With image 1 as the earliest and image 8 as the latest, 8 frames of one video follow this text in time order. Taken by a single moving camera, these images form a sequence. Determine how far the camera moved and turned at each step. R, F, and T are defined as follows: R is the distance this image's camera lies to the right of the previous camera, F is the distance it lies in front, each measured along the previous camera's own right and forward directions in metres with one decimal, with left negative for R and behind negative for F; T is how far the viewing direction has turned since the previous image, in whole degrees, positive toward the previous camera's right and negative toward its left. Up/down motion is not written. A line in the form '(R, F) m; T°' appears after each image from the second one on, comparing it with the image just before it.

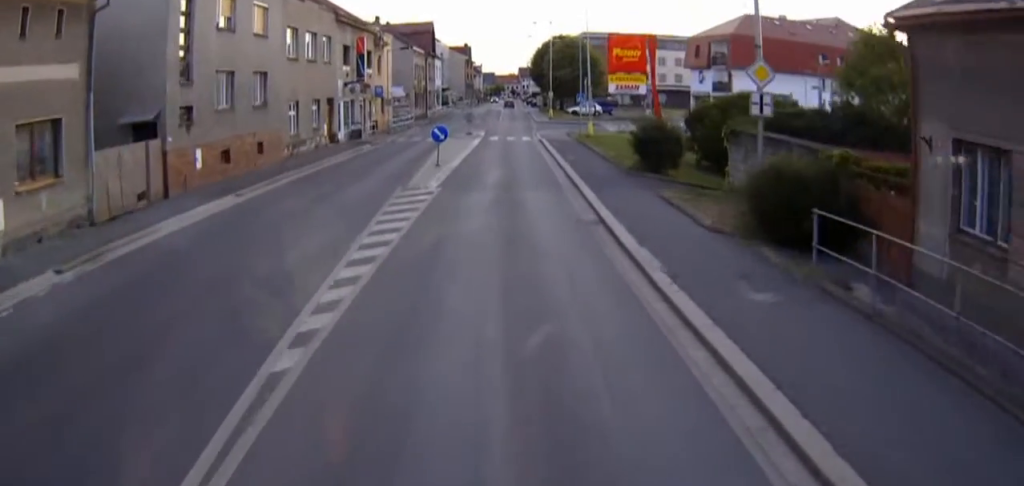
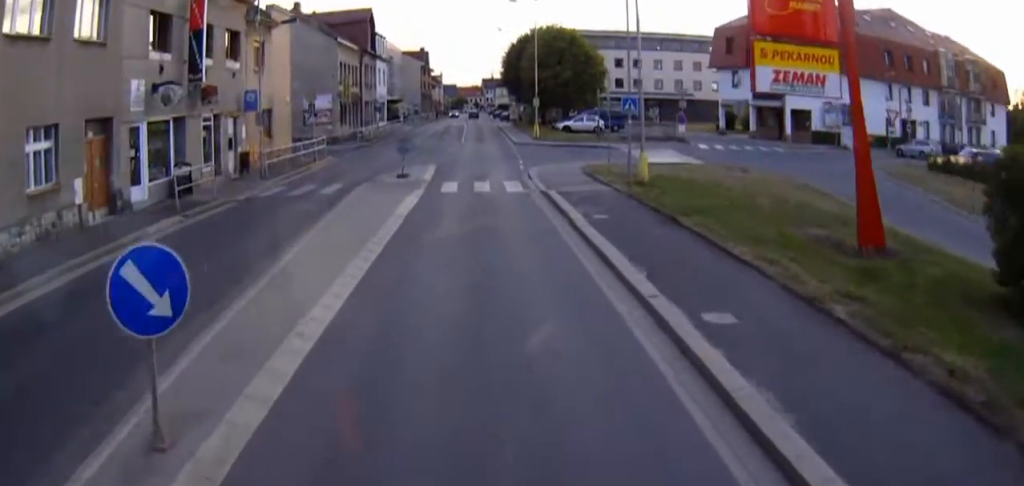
(+1.2, +18.7) m; +3°
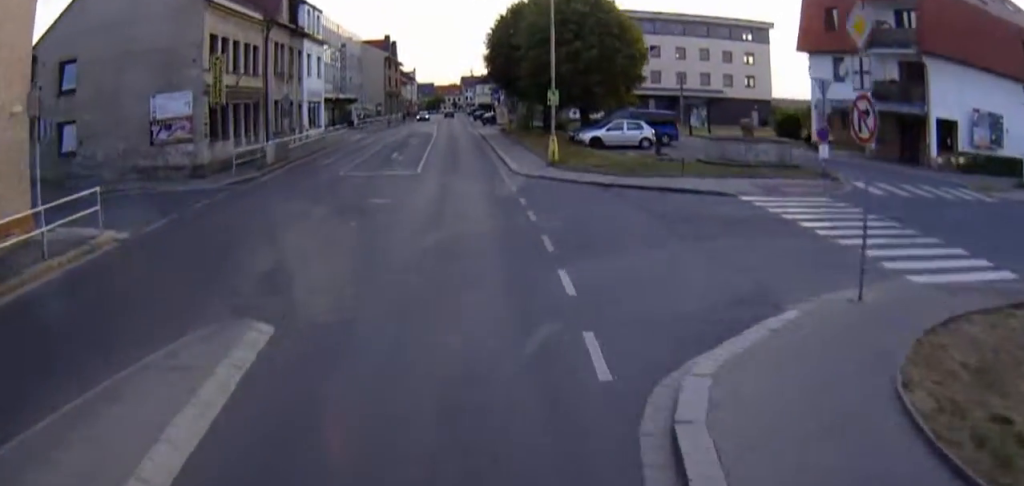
(-0.9, +19.1) m; -7°
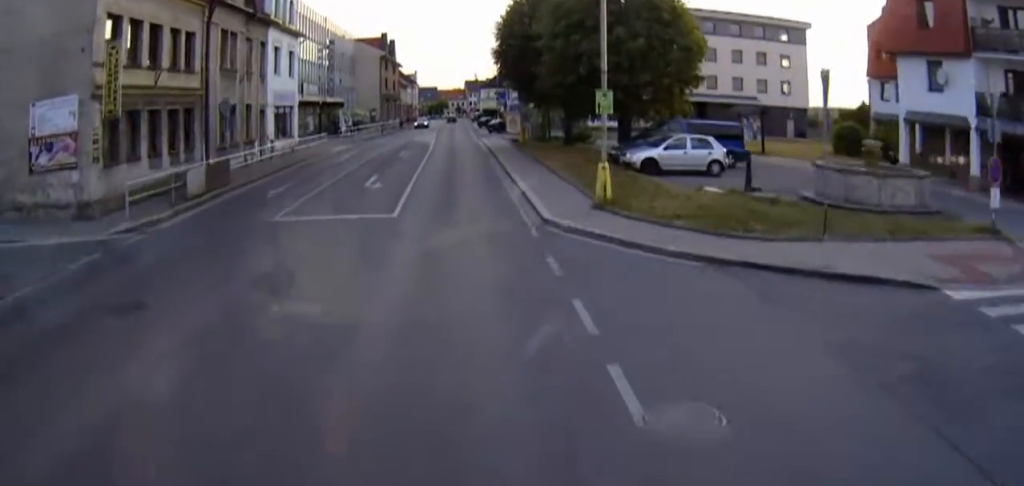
(-0.3, +8.9) m; -3°
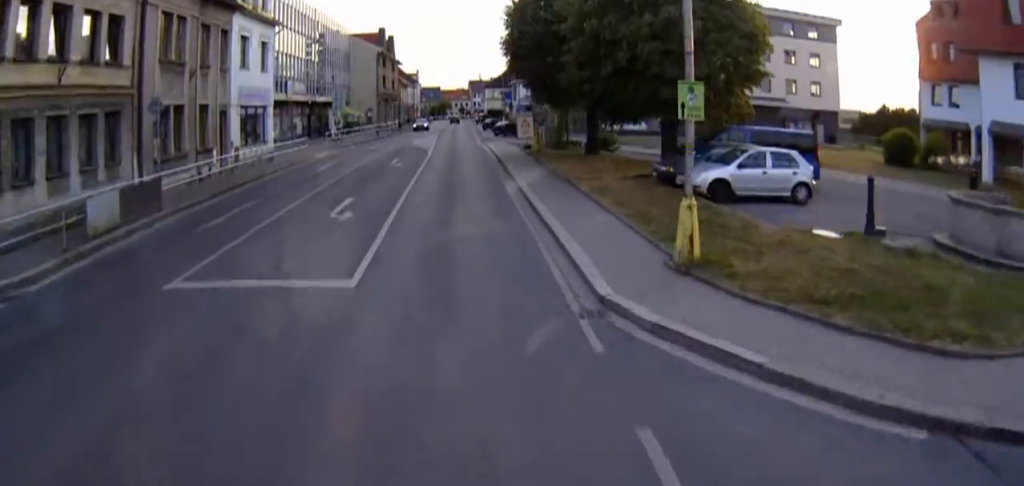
(-0.1, +6.2) m; -2°
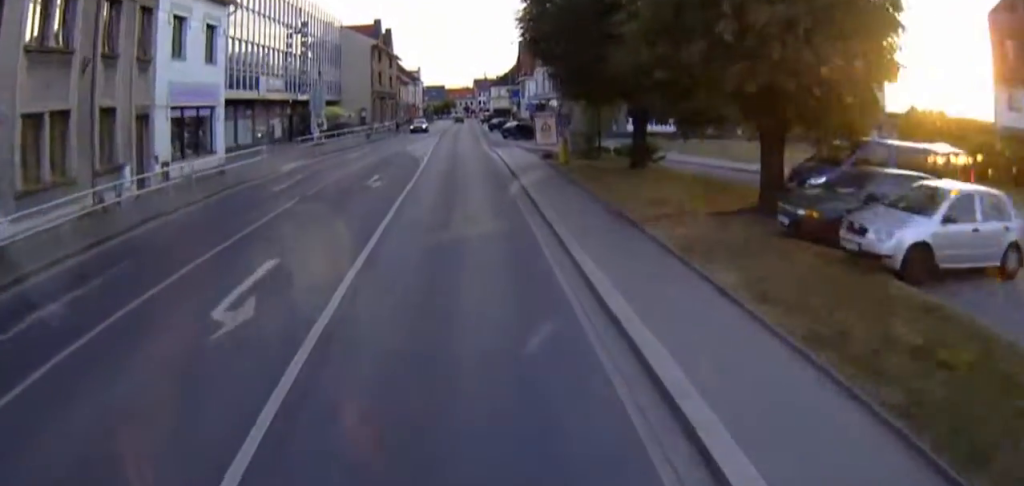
(-0.1, +8.3) m; +1°
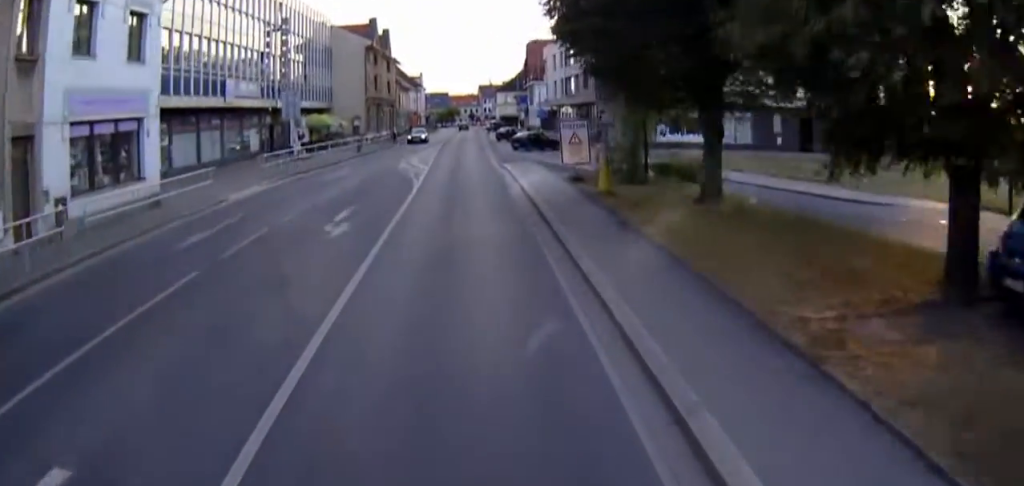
(-0.1, +7.1) m; +1°
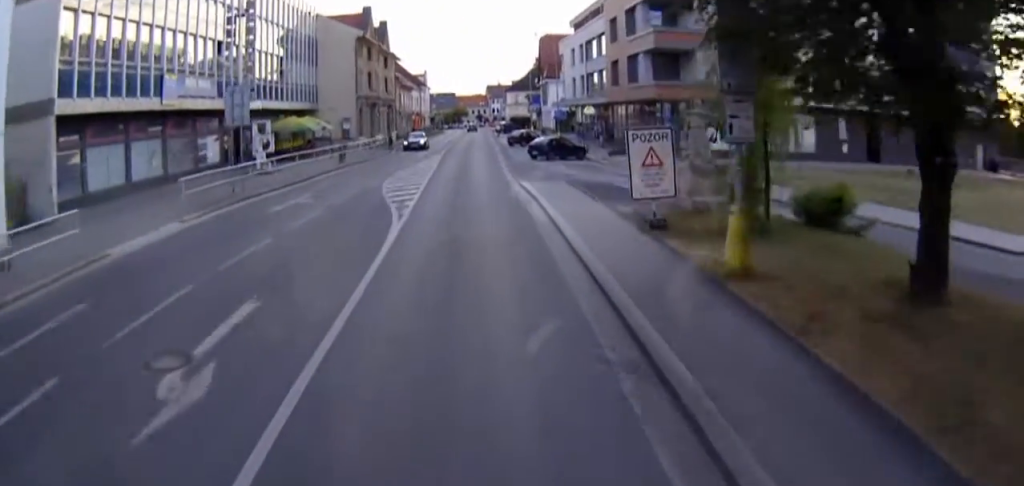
(+0.3, +9.0) m; +1°
